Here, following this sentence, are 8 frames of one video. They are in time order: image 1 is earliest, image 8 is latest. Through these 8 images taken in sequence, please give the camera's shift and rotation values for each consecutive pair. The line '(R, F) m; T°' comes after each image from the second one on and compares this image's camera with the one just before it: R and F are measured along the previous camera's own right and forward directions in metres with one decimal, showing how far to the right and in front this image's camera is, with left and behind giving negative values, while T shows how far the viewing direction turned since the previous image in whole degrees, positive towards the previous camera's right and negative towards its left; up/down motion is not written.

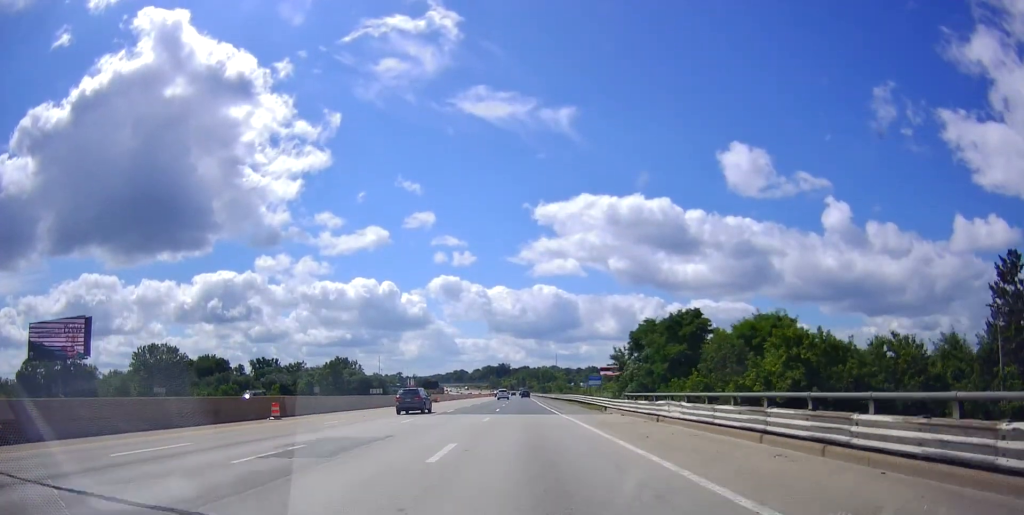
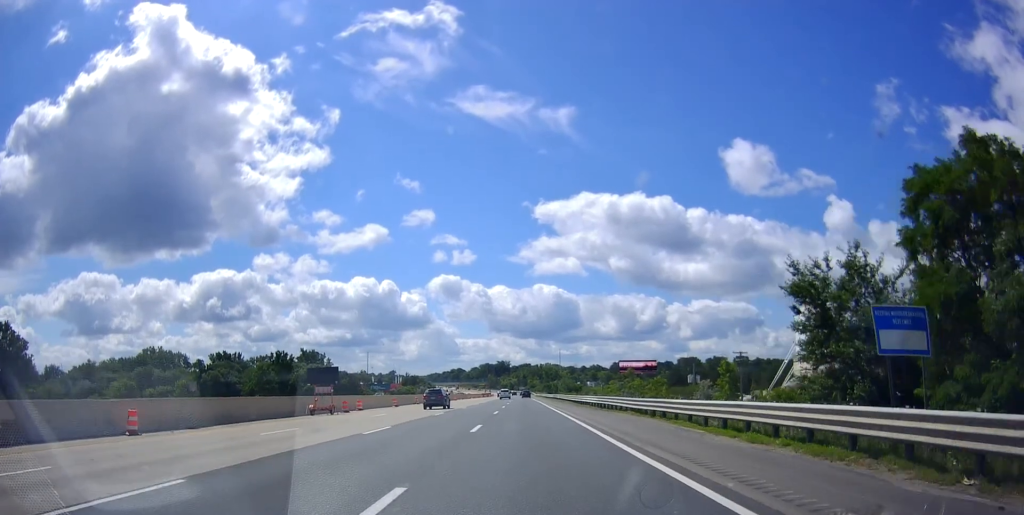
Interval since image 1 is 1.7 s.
(0.0, +53.6) m; 0°
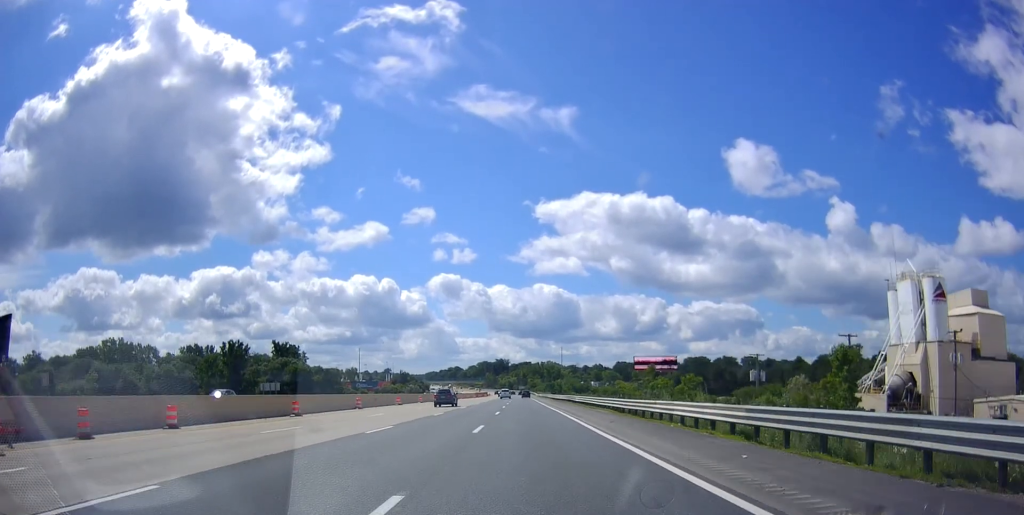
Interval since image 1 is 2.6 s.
(-0.5, +31.3) m; -1°
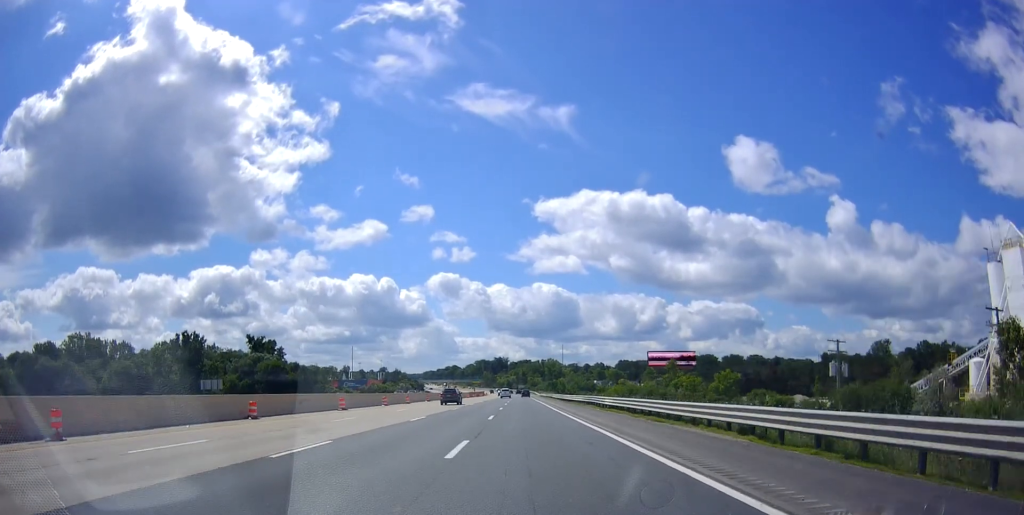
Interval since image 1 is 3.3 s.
(+0.1, +22.6) m; 0°
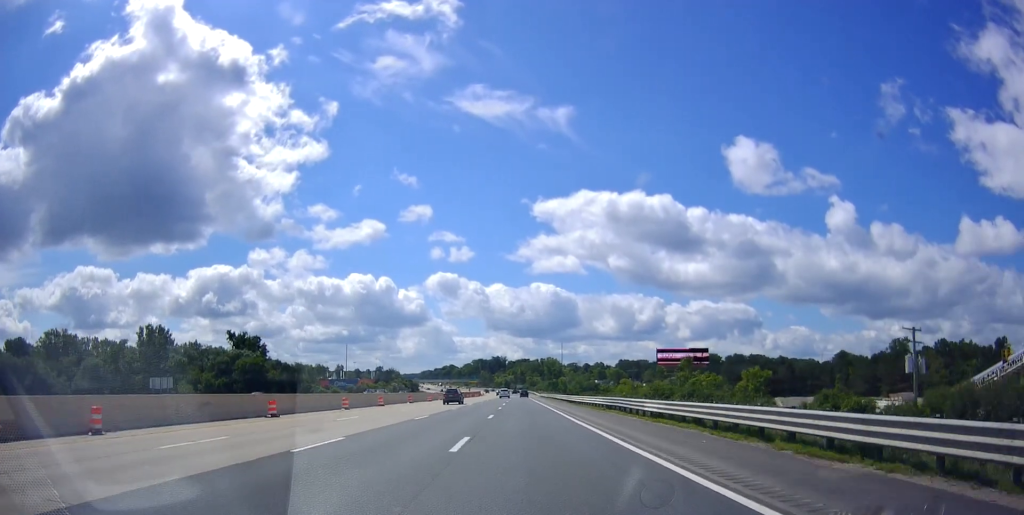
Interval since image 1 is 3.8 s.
(+0.2, +14.0) m; 0°
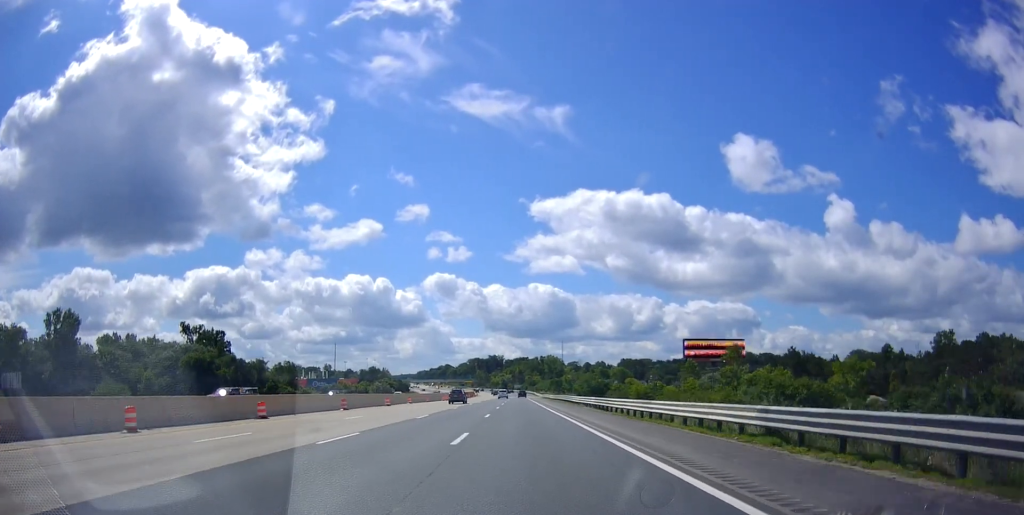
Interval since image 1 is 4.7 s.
(-0.3, +28.9) m; +1°
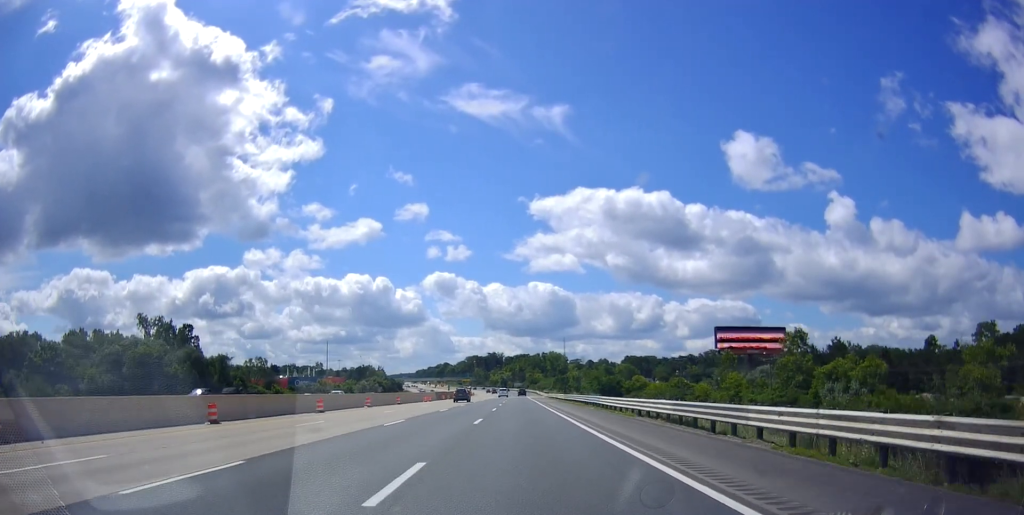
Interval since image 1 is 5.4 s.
(+0.4, +22.4) m; 0°
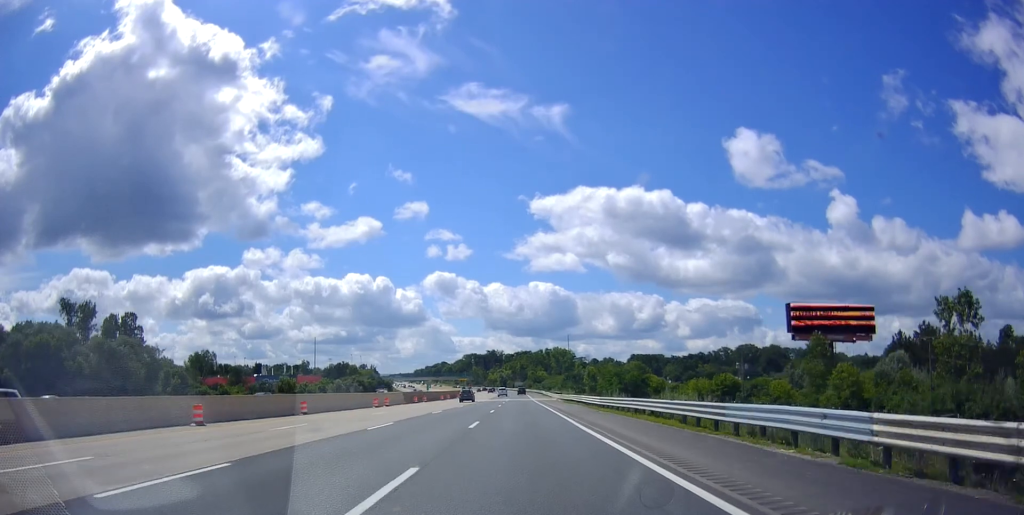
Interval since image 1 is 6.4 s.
(-0.1, +32.2) m; 0°
